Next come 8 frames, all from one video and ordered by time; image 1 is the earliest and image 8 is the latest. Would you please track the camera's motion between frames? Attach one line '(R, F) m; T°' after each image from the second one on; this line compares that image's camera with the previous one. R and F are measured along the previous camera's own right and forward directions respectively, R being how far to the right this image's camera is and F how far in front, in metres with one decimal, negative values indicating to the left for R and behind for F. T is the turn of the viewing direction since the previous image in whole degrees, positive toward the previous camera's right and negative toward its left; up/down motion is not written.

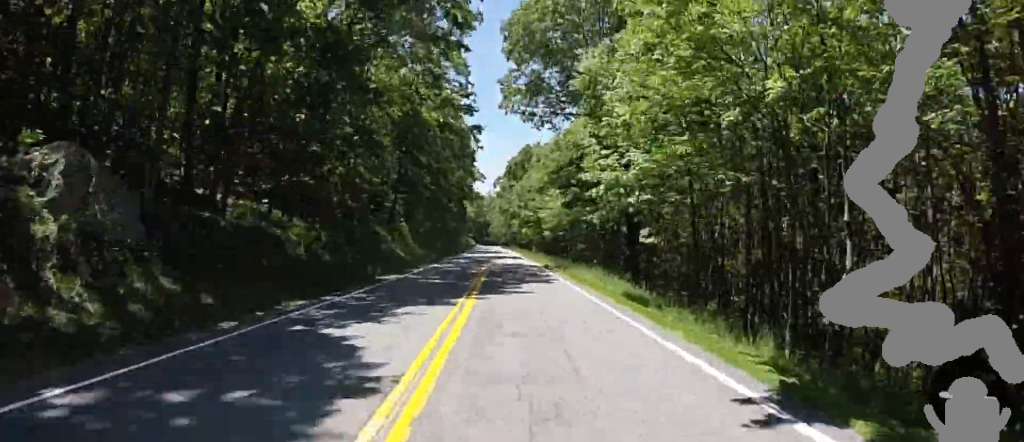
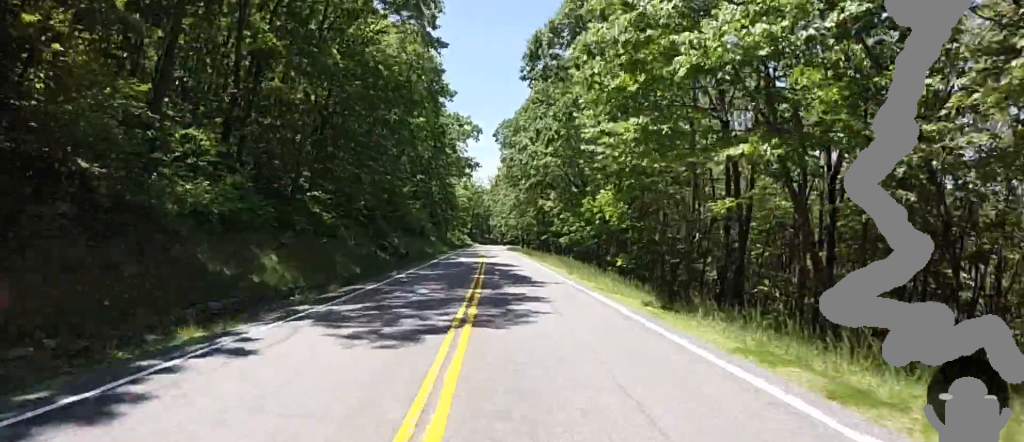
(-0.1, +45.8) m; 0°
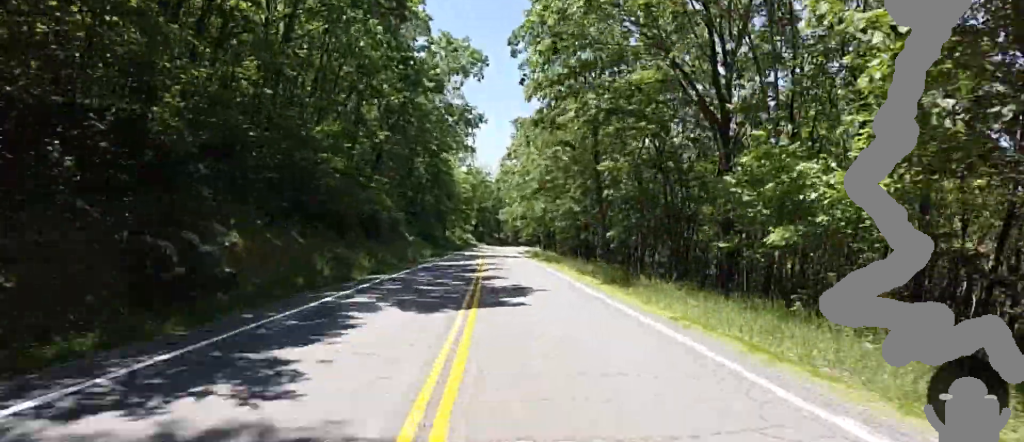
(0.0, +26.1) m; 0°
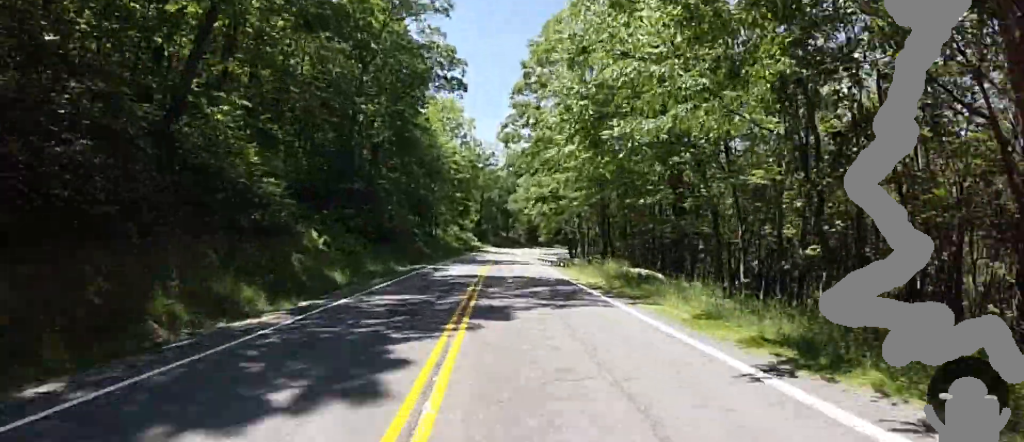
(+0.1, +25.4) m; +5°
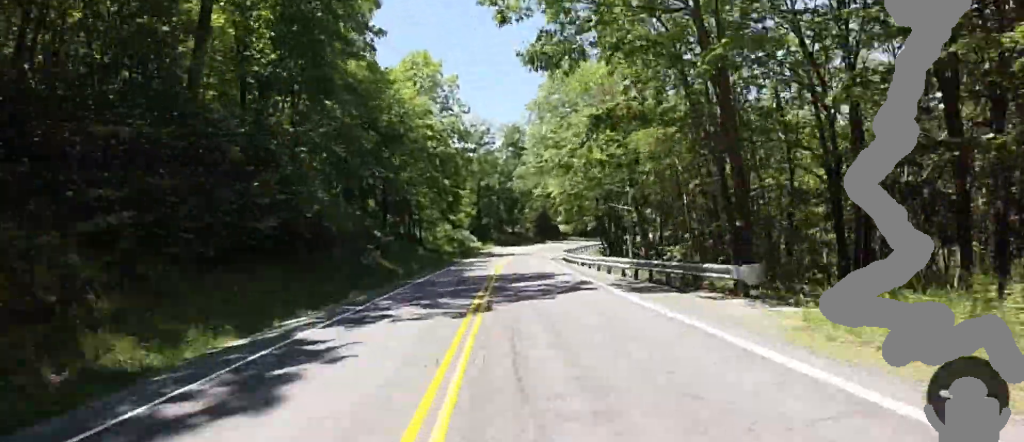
(+1.3, +17.4) m; +7°
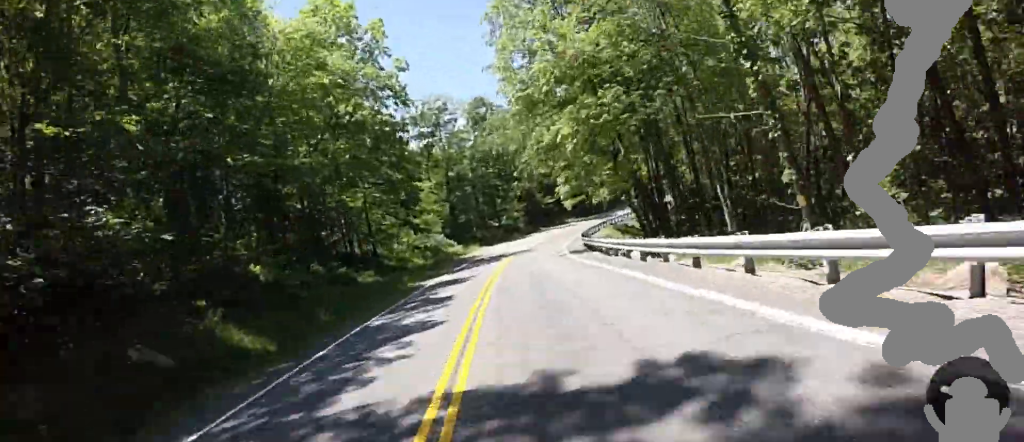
(+0.9, +15.6) m; 0°
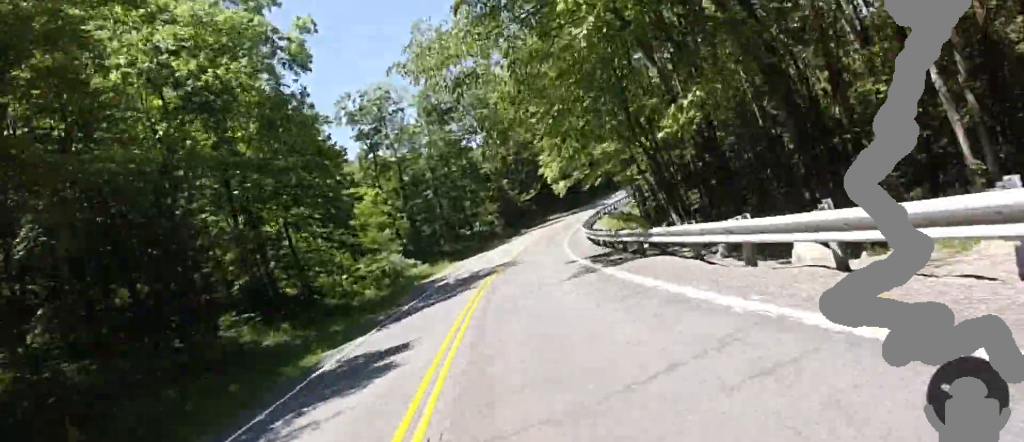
(+1.4, +10.6) m; -3°
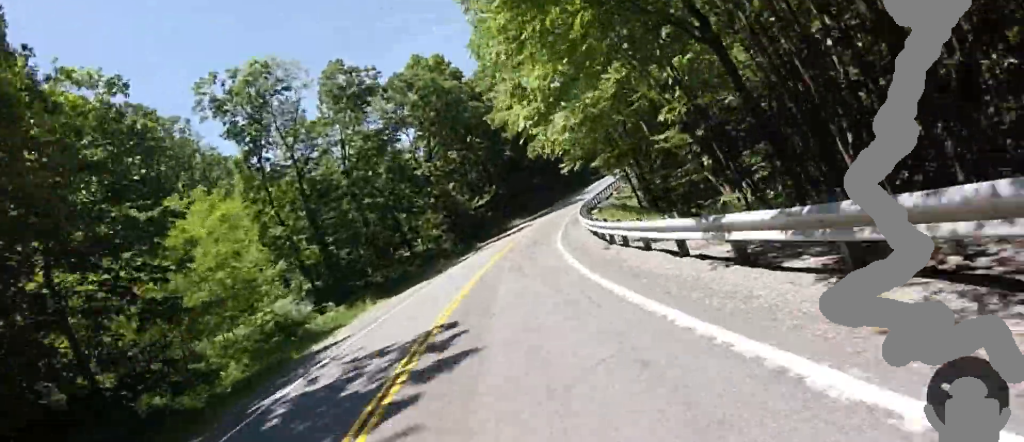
(-1.4, +14.1) m; -1°
